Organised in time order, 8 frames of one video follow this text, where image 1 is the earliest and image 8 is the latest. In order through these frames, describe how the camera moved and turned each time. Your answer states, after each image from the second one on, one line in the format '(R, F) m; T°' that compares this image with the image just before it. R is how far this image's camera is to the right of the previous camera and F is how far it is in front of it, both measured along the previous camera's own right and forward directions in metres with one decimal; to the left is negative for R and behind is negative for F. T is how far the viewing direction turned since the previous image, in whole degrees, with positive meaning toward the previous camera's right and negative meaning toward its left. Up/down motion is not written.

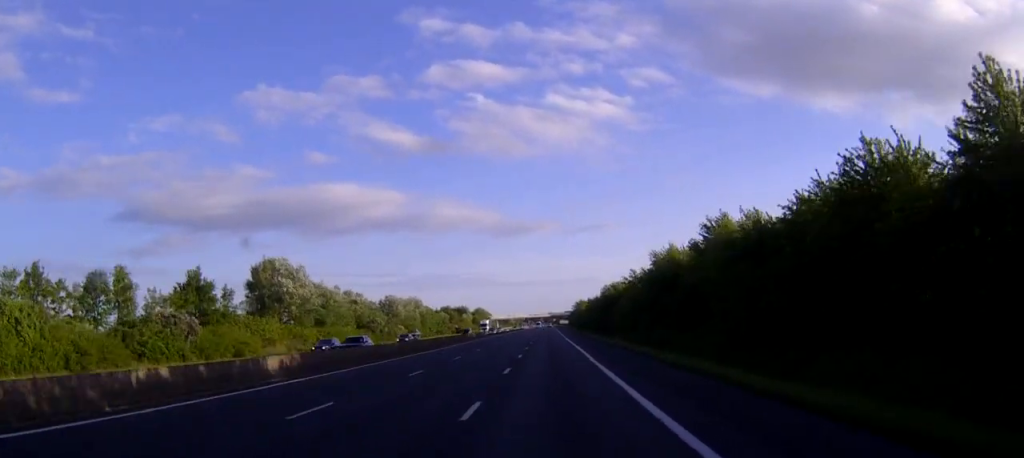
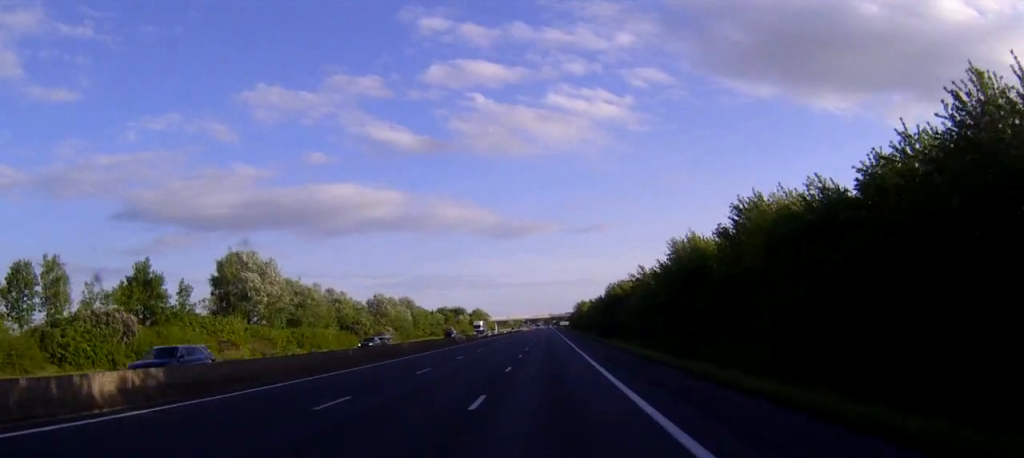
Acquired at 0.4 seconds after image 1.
(0.0, +11.2) m; 0°
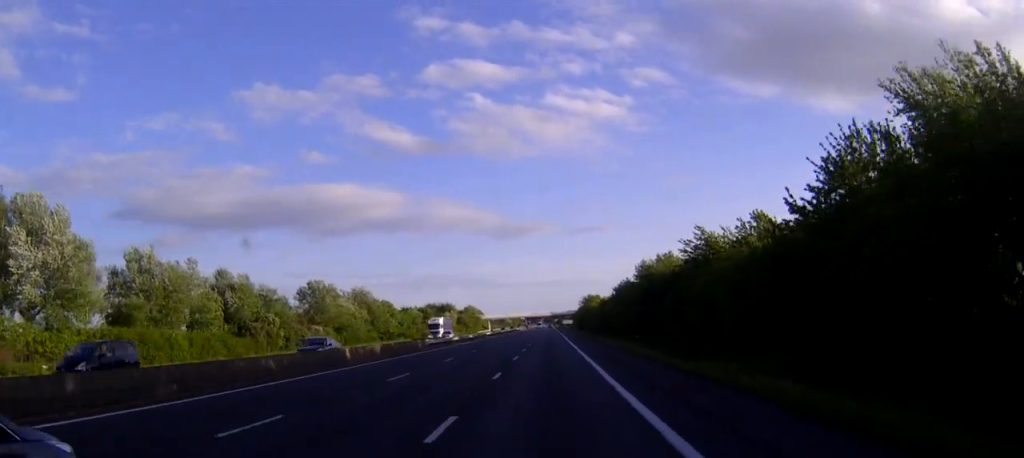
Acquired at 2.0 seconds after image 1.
(+0.1, +43.9) m; 0°
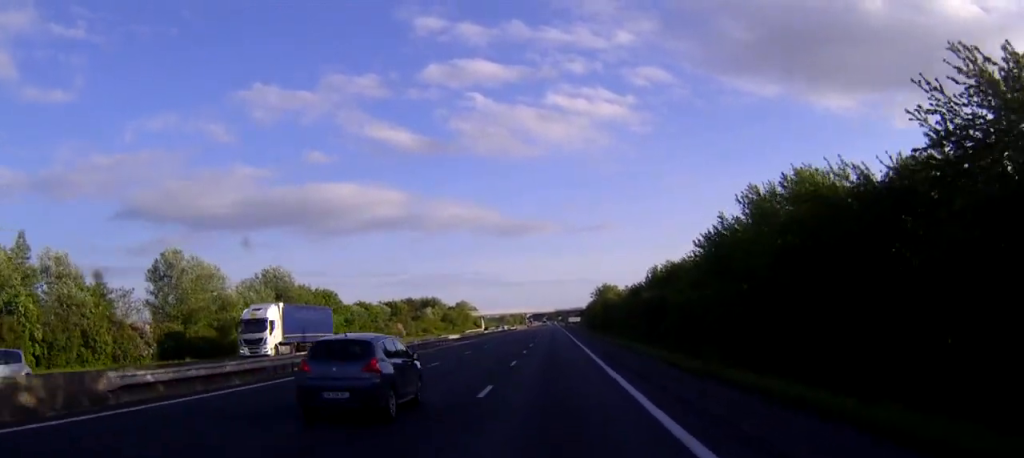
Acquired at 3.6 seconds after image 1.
(-0.1, +45.6) m; 0°
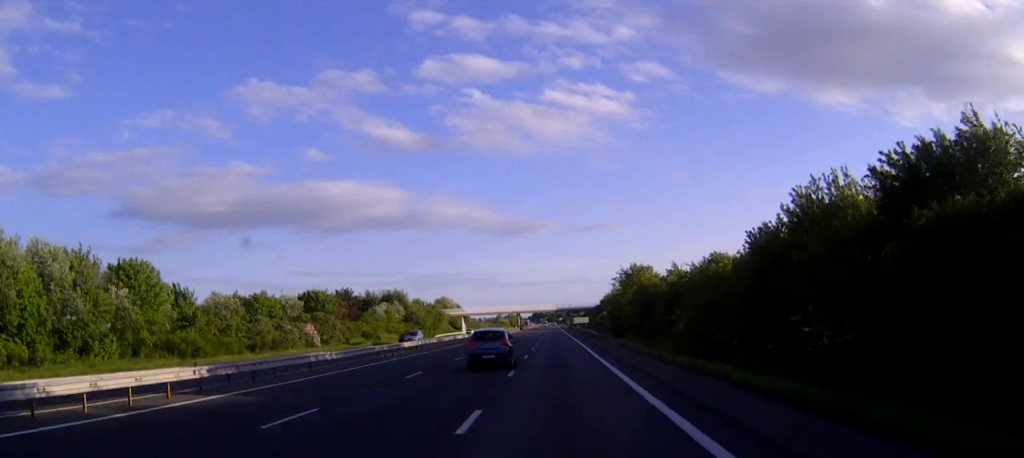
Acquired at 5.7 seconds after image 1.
(-0.1, +57.8) m; 0°
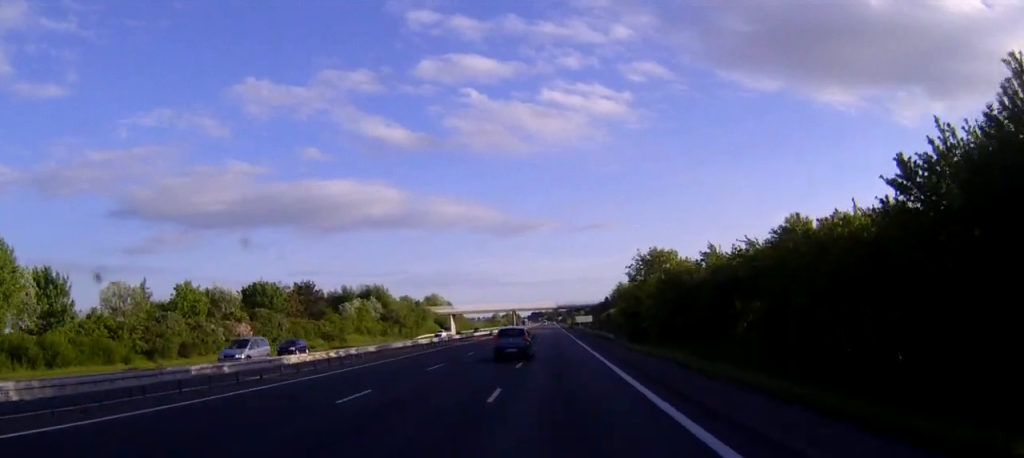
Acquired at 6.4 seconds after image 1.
(0.0, +21.5) m; 0°
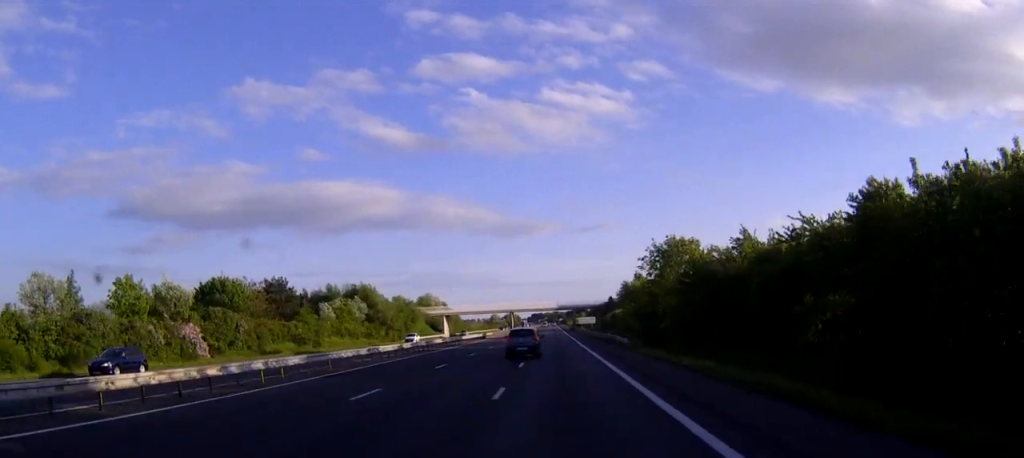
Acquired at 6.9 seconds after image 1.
(0.0, +12.1) m; 0°
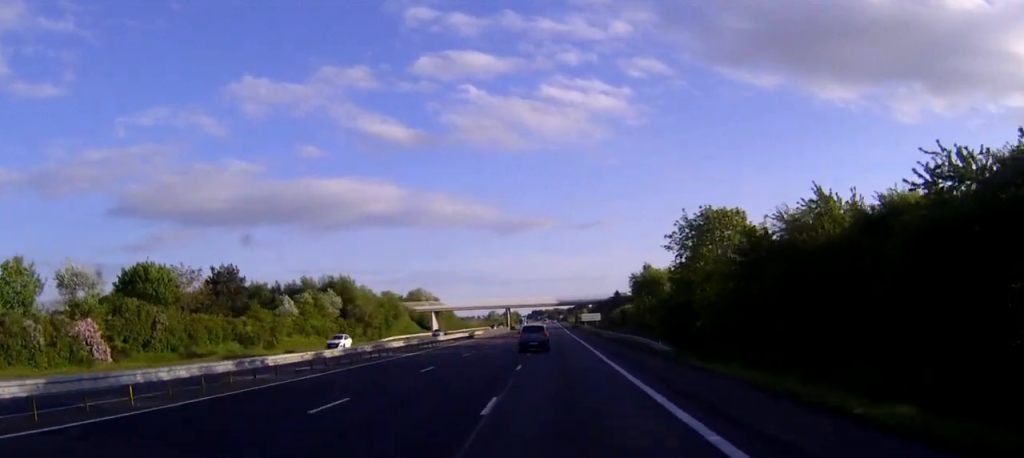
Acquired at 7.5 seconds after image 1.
(0.0, +16.7) m; 0°
